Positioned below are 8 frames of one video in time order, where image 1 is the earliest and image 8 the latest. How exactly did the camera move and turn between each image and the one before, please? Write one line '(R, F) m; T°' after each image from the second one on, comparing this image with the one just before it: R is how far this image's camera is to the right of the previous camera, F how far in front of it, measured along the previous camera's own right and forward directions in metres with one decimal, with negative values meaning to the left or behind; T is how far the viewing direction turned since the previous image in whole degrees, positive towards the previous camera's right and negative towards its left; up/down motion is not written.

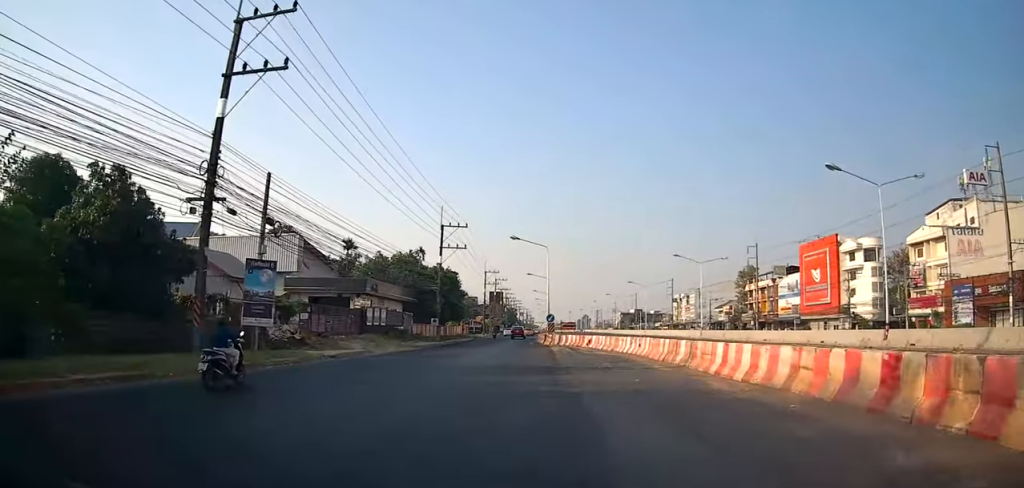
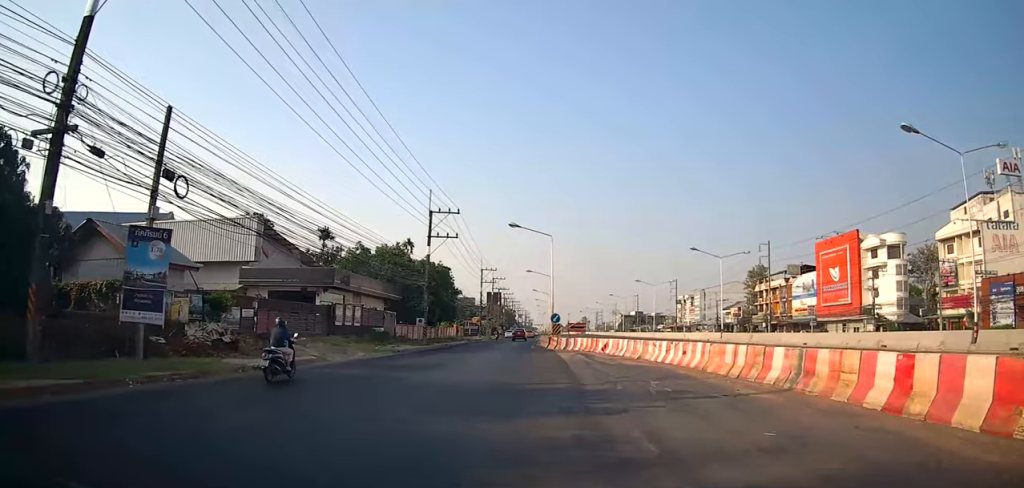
(0.0, +7.1) m; -2°
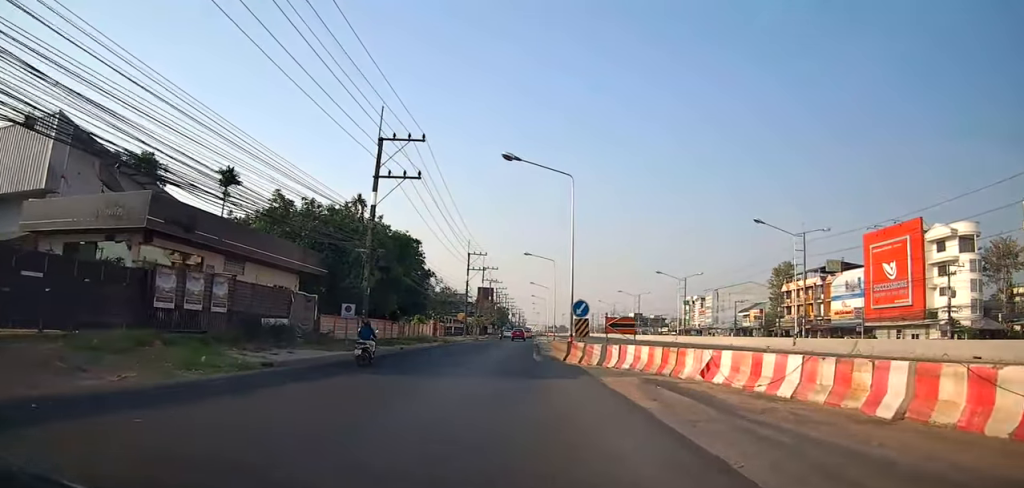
(-1.0, +17.4) m; -2°
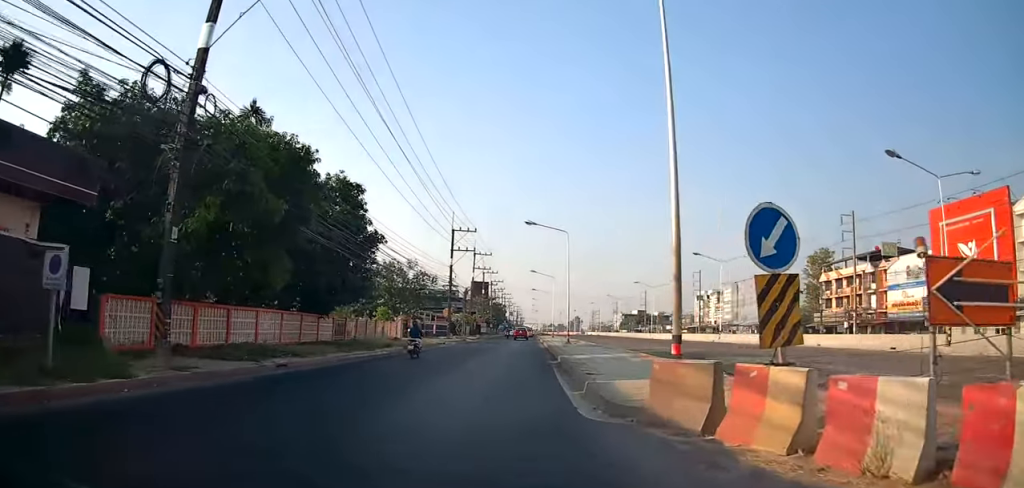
(+1.1, +17.3) m; +5°
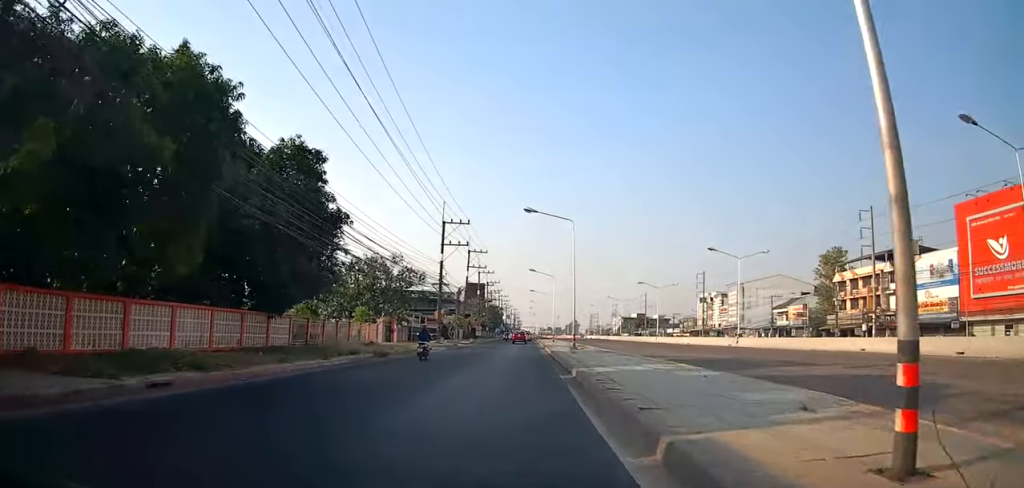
(-0.2, +5.9) m; +2°
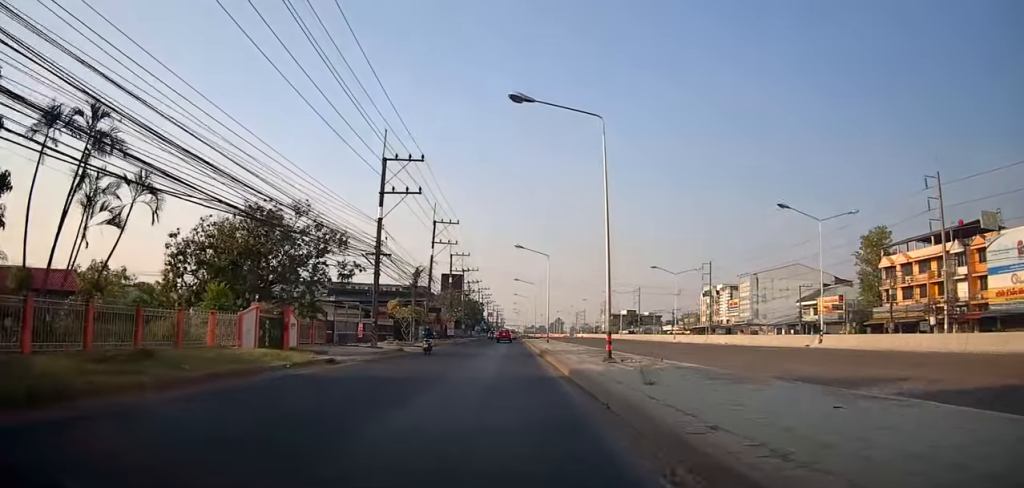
(+0.6, +18.9) m; -1°
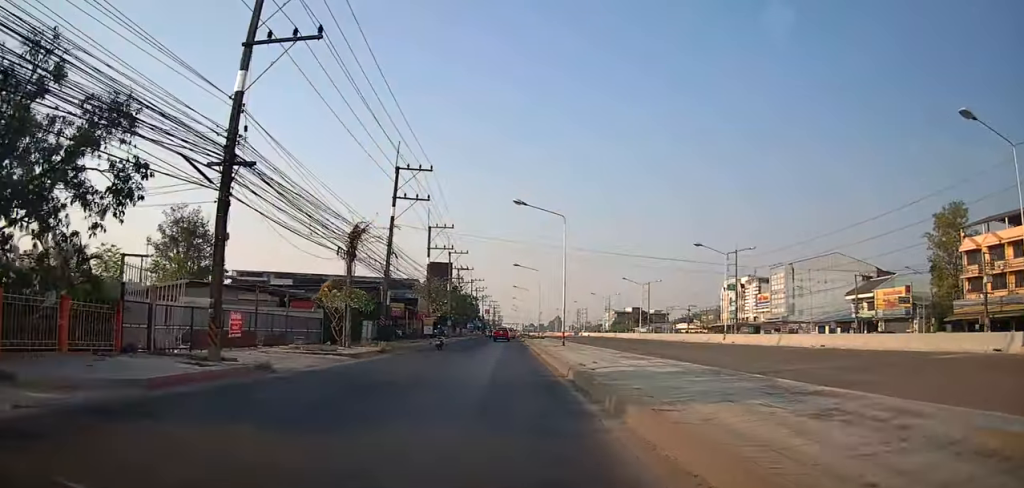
(-0.8, +18.1) m; -3°
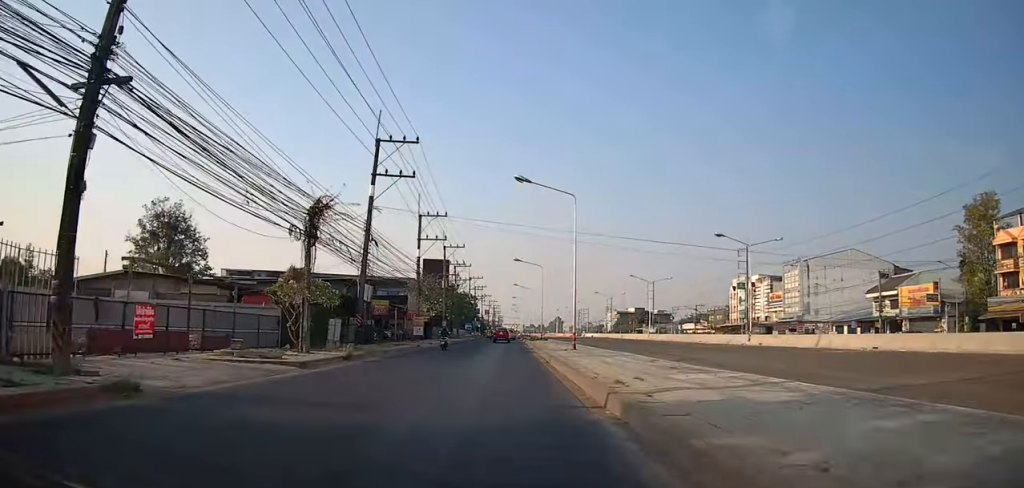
(0.0, +6.0) m; 0°
